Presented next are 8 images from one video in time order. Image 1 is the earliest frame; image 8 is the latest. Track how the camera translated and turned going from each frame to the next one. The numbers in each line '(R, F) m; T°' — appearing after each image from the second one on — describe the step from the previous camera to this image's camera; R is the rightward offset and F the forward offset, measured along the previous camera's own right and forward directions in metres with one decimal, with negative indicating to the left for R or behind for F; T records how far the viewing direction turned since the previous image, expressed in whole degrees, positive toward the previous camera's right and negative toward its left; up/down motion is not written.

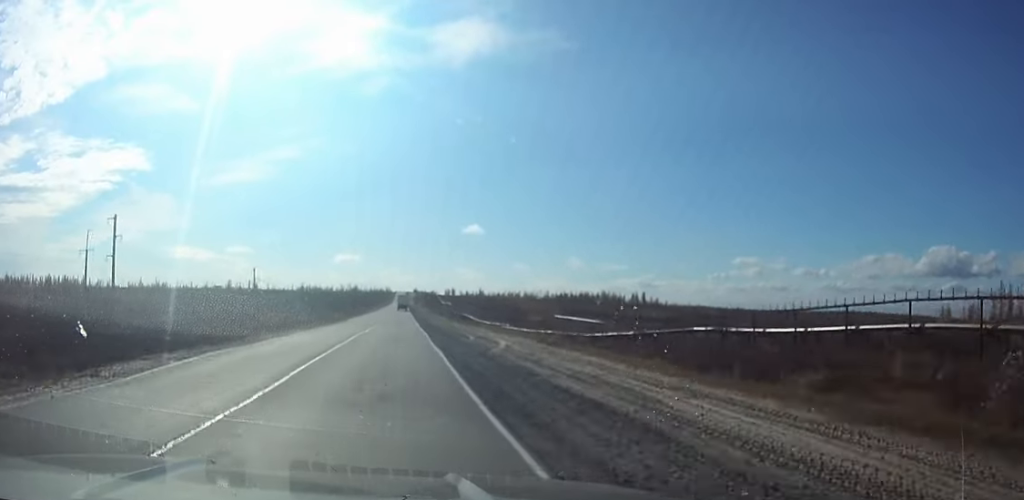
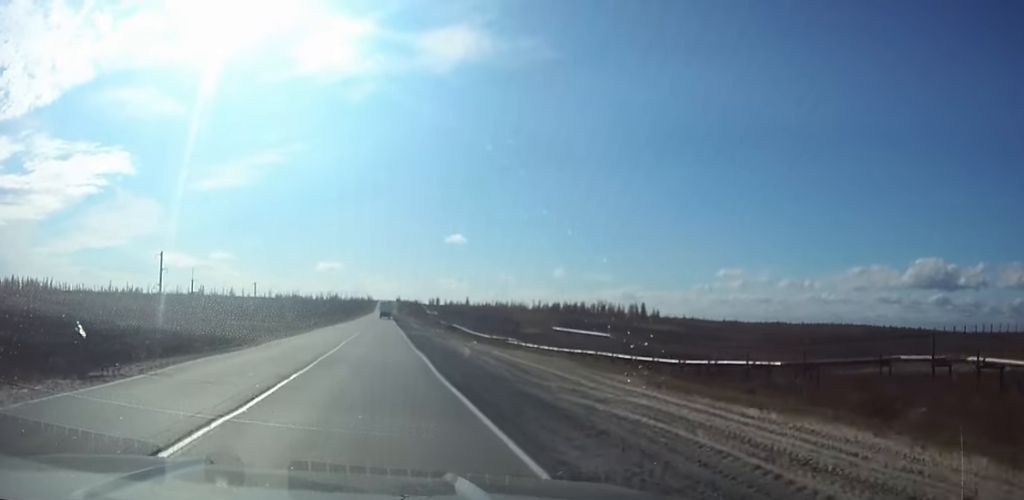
(0.0, +33.8) m; 0°
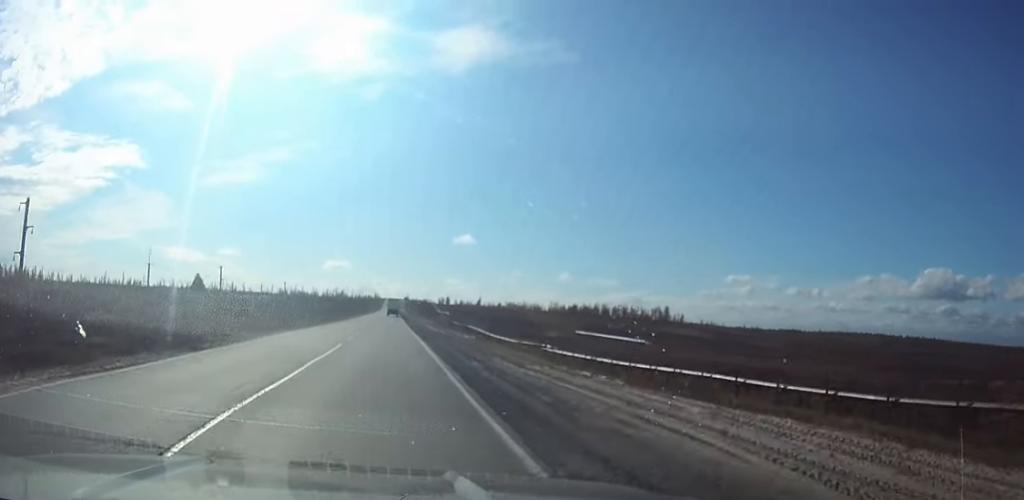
(0.0, +25.9) m; 0°
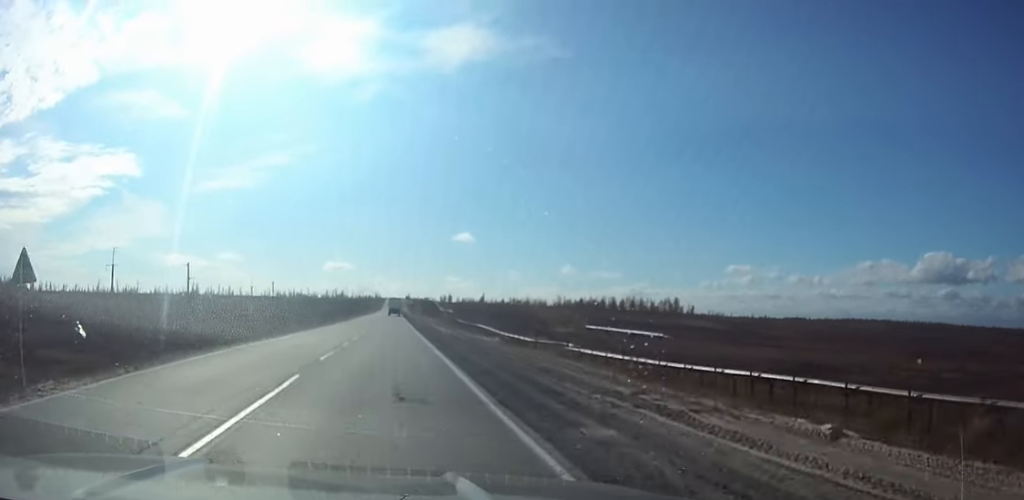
(0.0, +14.5) m; 0°
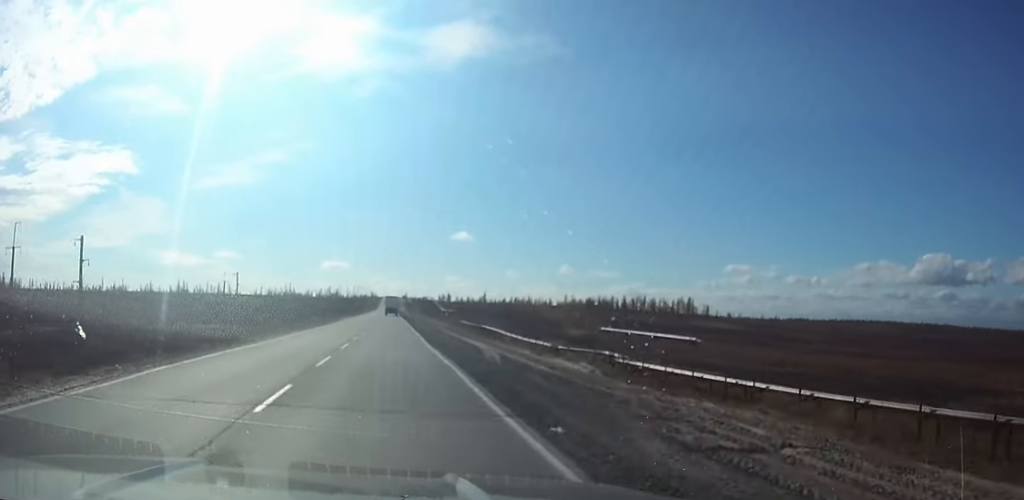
(0.0, +24.7) m; 0°
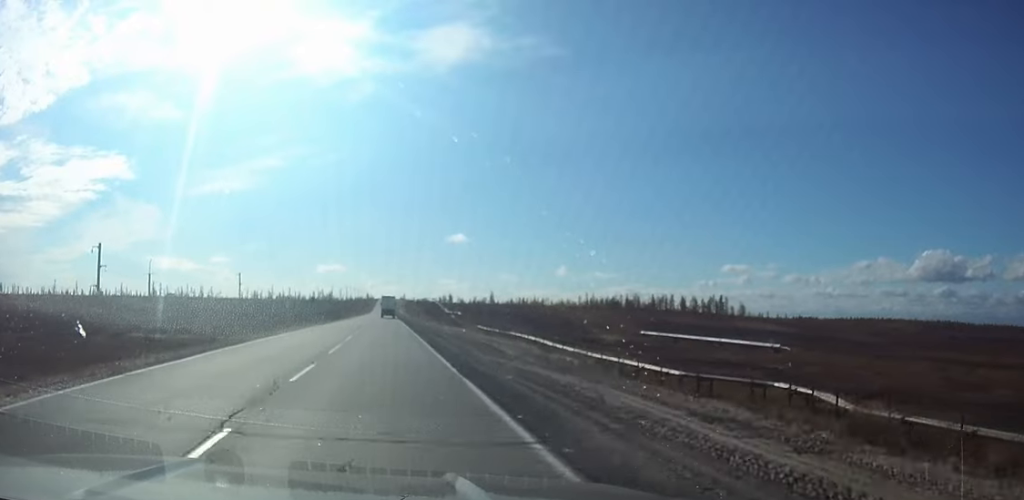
(0.0, +43.0) m; 0°
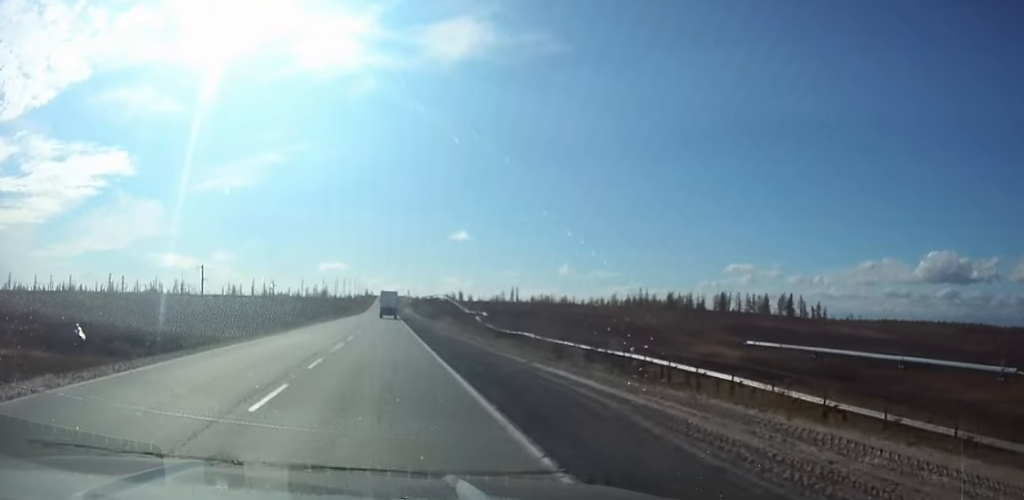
(-0.1, +66.2) m; 0°
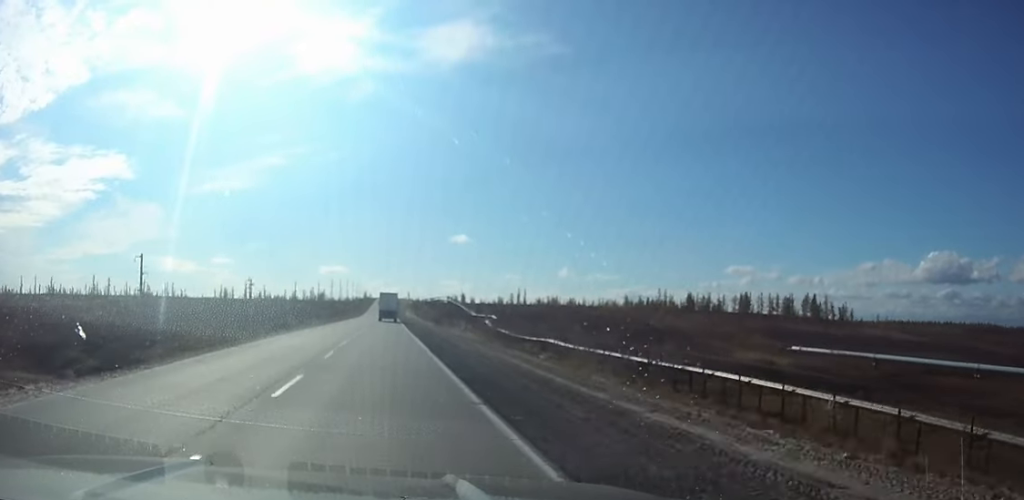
(0.0, +18.2) m; 0°
